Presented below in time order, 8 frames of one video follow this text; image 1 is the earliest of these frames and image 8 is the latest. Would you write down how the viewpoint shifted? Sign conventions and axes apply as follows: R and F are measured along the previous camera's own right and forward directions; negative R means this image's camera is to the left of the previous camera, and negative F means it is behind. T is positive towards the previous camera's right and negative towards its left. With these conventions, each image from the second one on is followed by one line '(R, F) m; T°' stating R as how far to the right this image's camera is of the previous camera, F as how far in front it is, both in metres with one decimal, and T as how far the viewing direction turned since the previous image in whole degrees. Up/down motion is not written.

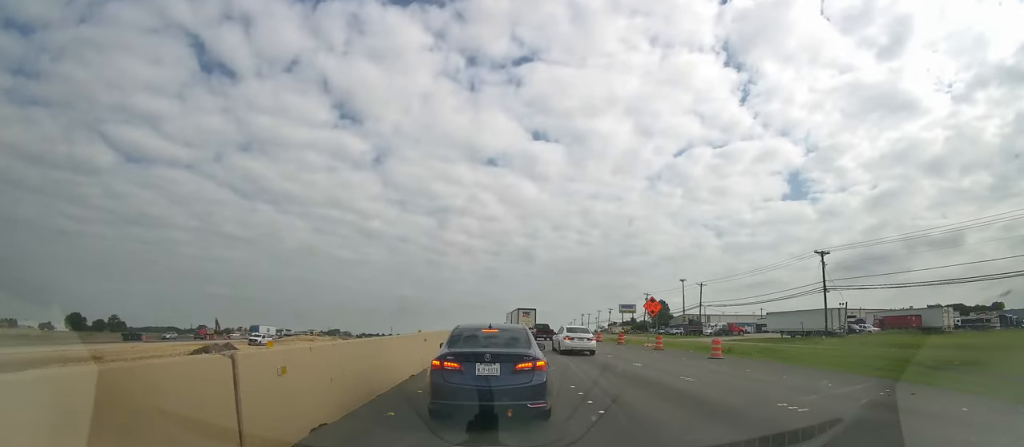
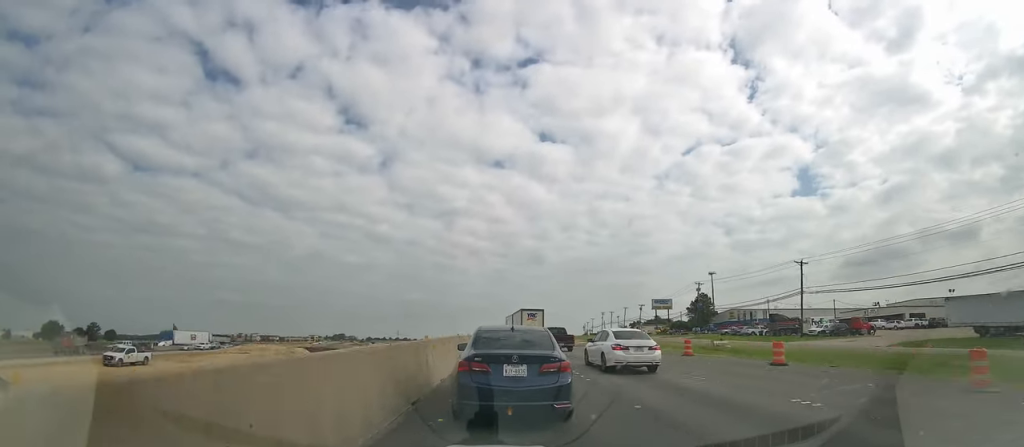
(-0.2, +33.4) m; -1°
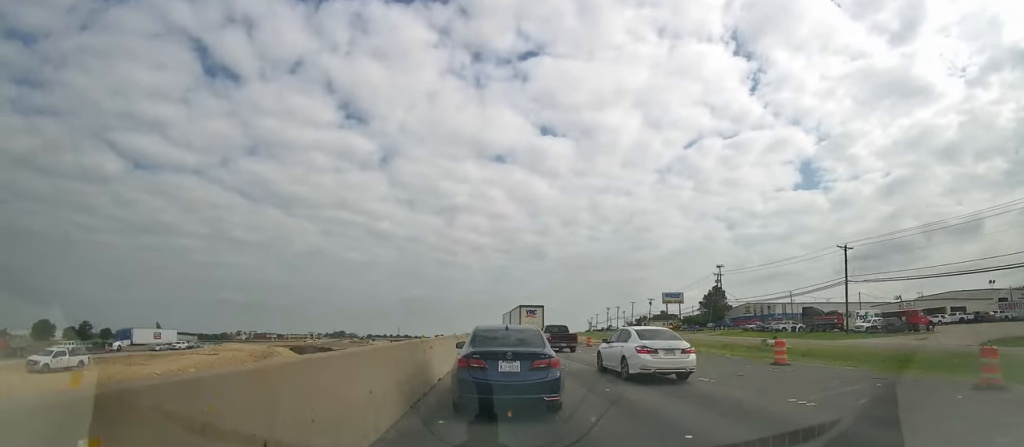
(0.0, +9.7) m; -1°
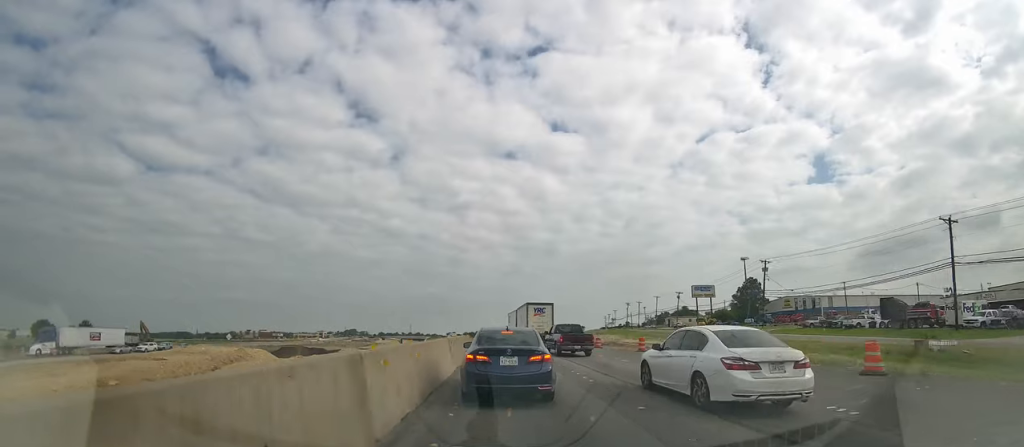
(0.0, +12.7) m; -1°
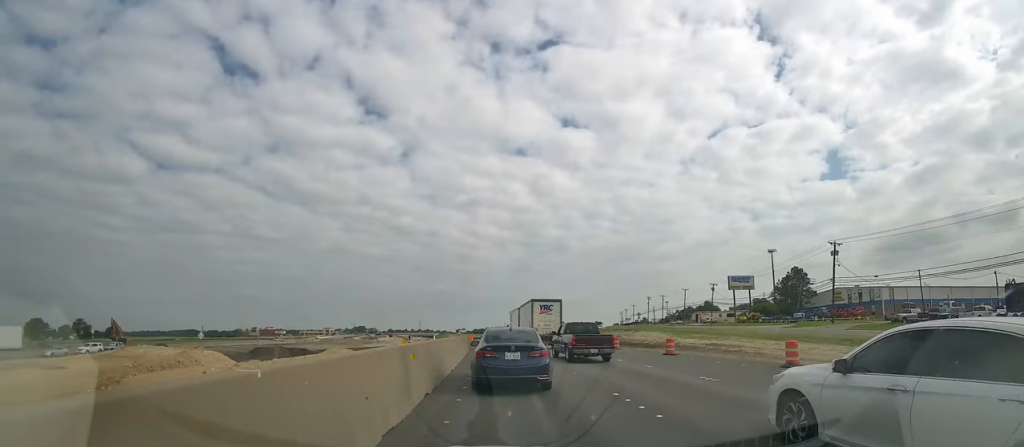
(-0.3, +16.0) m; -2°
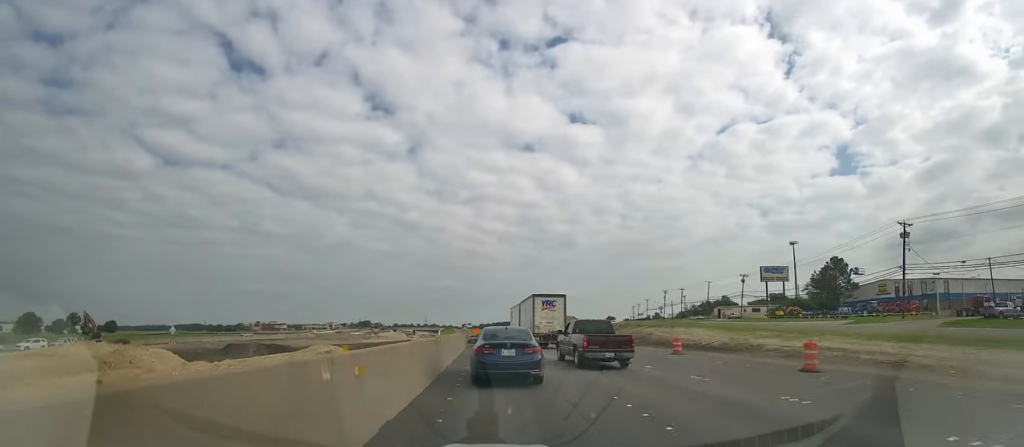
(-0.1, +12.2) m; -1°
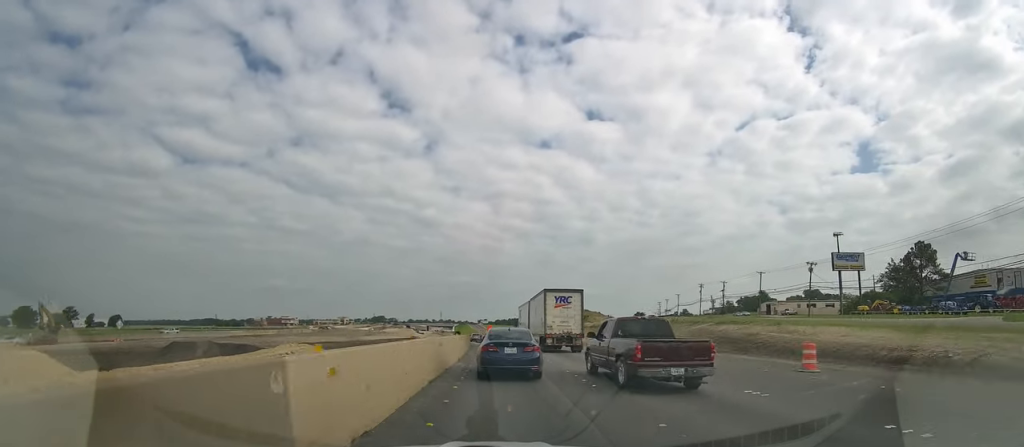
(-0.3, +20.2) m; -2°
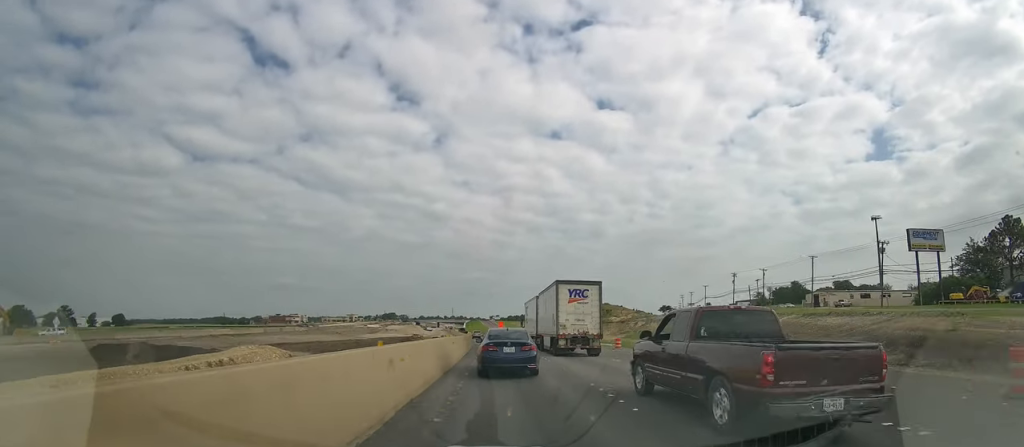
(-0.1, +15.0) m; -1°
